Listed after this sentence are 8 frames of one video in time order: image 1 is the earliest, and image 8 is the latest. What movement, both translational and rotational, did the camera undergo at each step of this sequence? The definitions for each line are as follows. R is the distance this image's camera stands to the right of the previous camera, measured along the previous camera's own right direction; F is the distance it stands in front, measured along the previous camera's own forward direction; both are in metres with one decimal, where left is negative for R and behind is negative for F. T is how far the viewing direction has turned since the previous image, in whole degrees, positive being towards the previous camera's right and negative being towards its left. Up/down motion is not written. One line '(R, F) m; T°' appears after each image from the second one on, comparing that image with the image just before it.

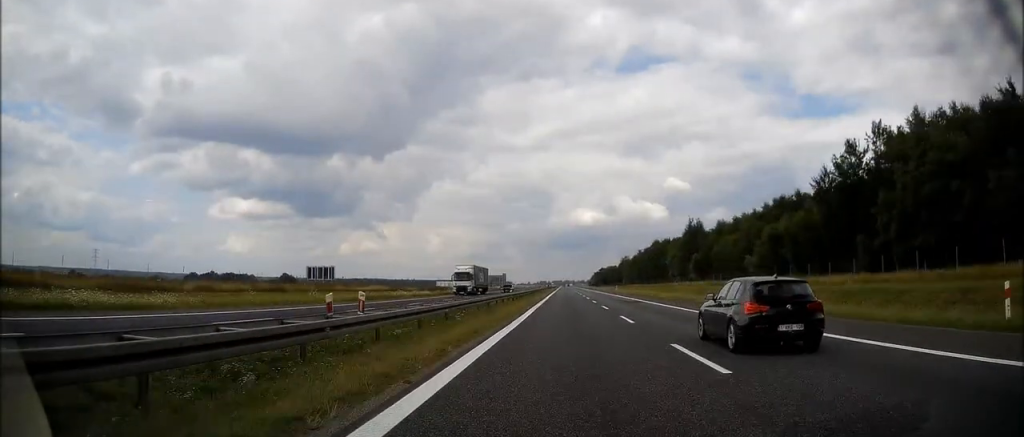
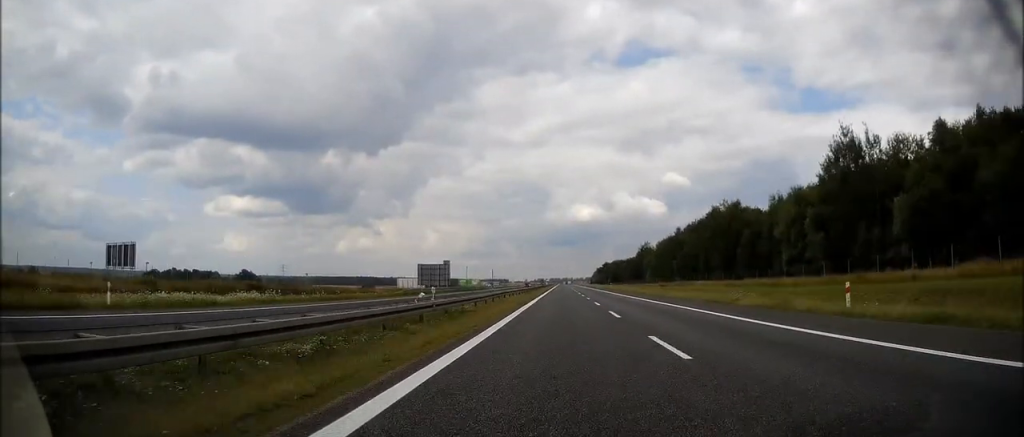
(+0.7, +93.1) m; 0°
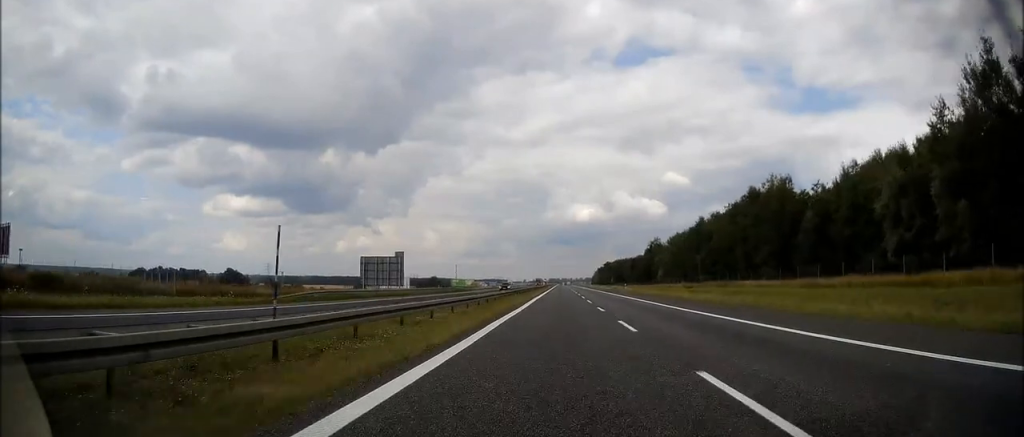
(-0.3, +31.5) m; 0°
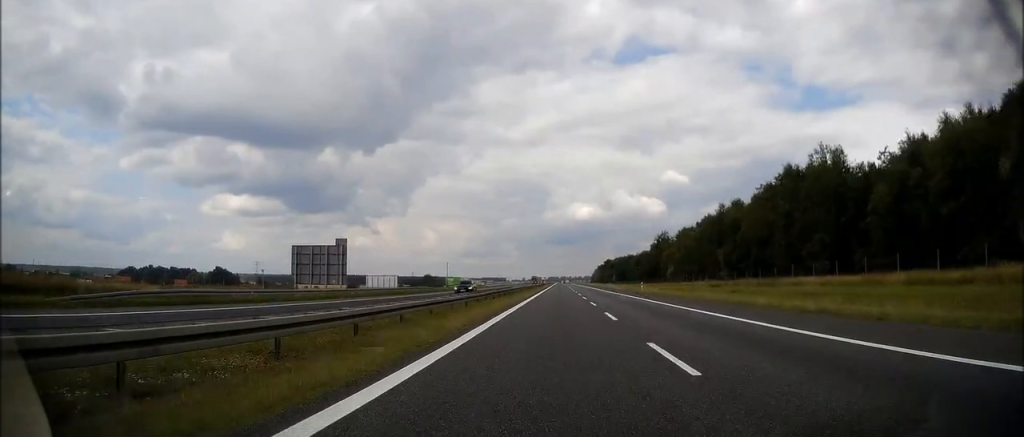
(0.0, +18.6) m; 0°
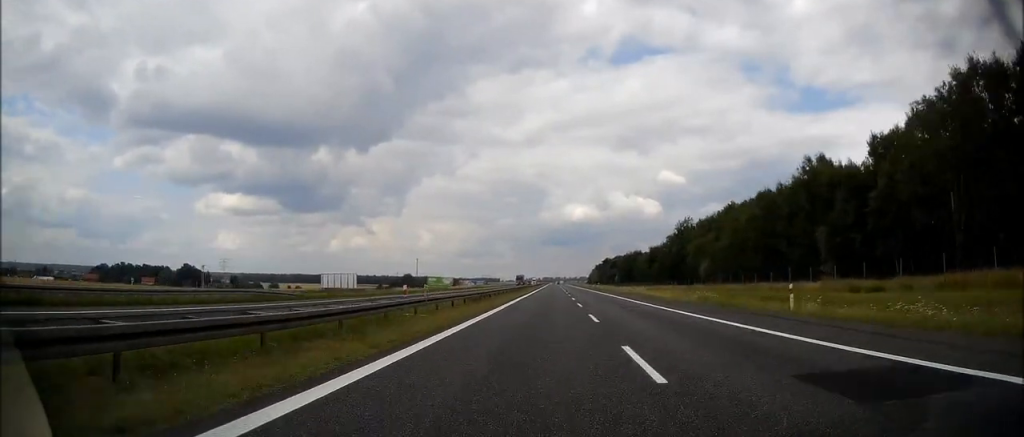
(+0.4, +49.6) m; +1°
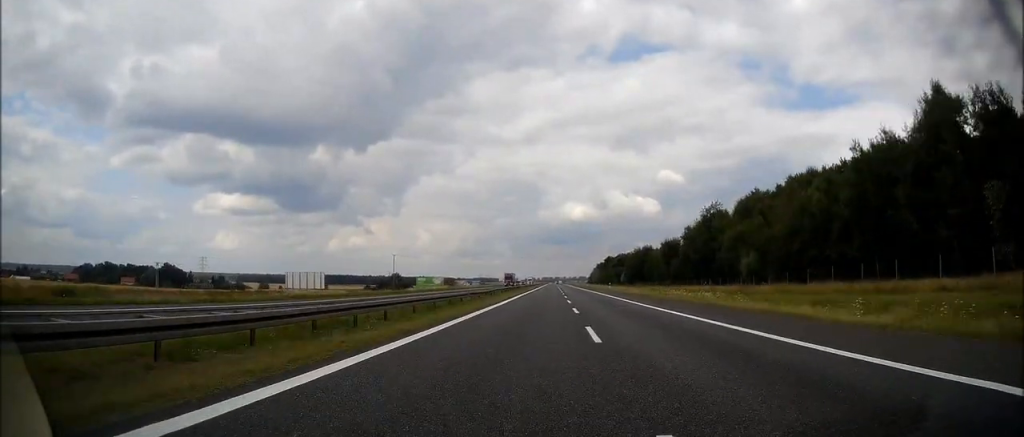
(0.0, +30.9) m; 0°
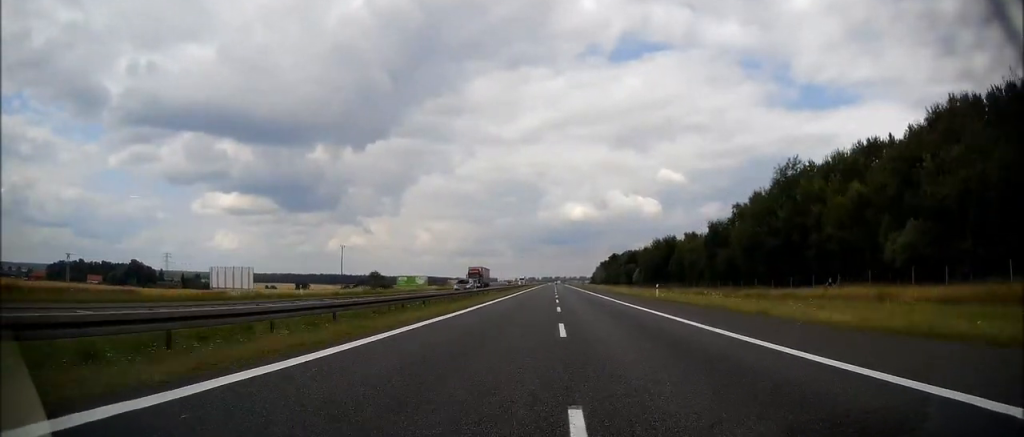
(-0.2, +47.1) m; 0°
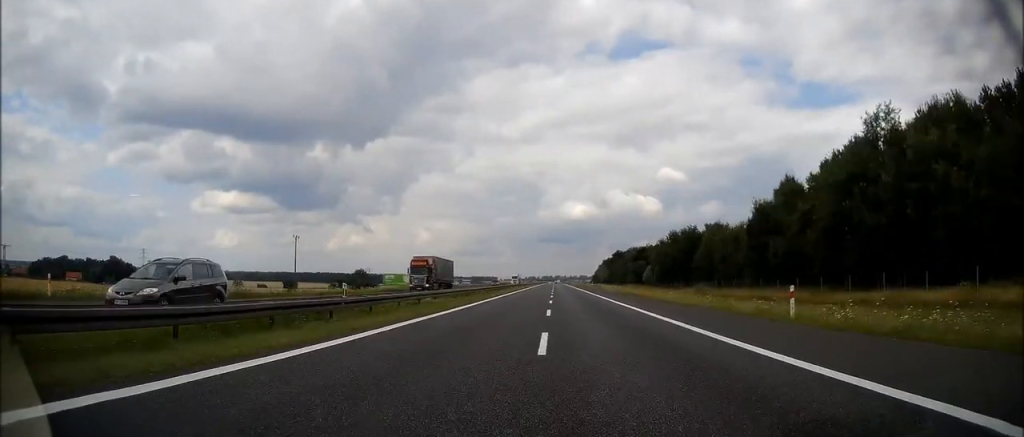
(-0.3, +27.4) m; 0°
